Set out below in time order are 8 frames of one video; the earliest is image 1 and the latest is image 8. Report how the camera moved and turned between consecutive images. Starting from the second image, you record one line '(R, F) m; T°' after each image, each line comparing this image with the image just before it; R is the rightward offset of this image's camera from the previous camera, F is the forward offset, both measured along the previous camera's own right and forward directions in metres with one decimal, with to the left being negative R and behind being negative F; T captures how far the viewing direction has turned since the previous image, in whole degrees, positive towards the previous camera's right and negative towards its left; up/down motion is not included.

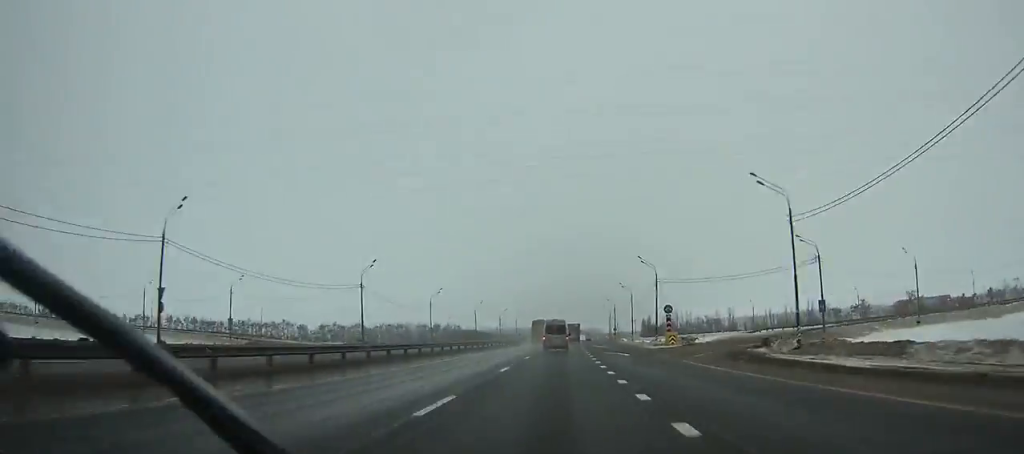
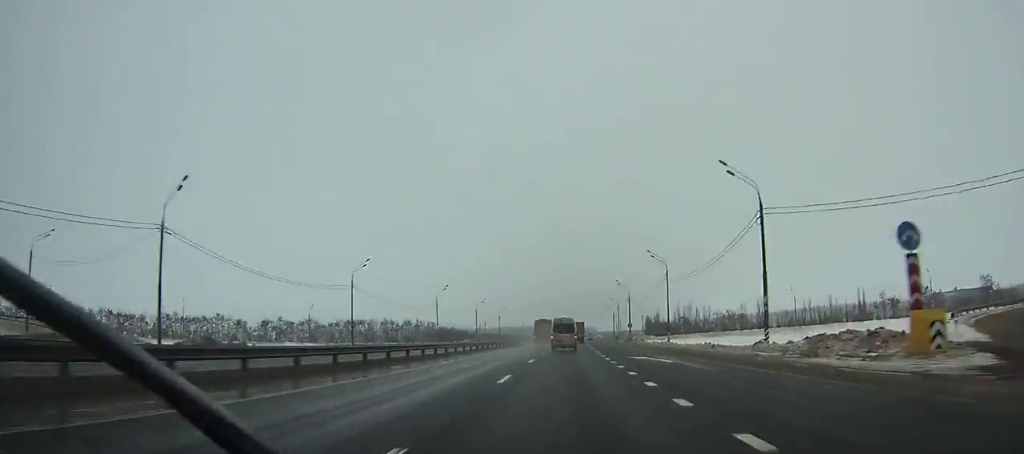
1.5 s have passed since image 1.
(+0.3, +40.1) m; +1°
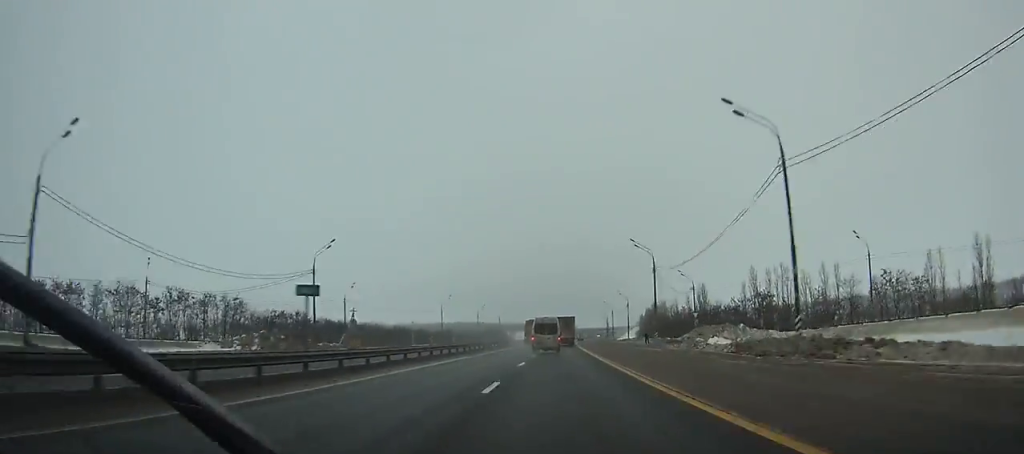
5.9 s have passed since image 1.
(+2.8, +117.3) m; +2°
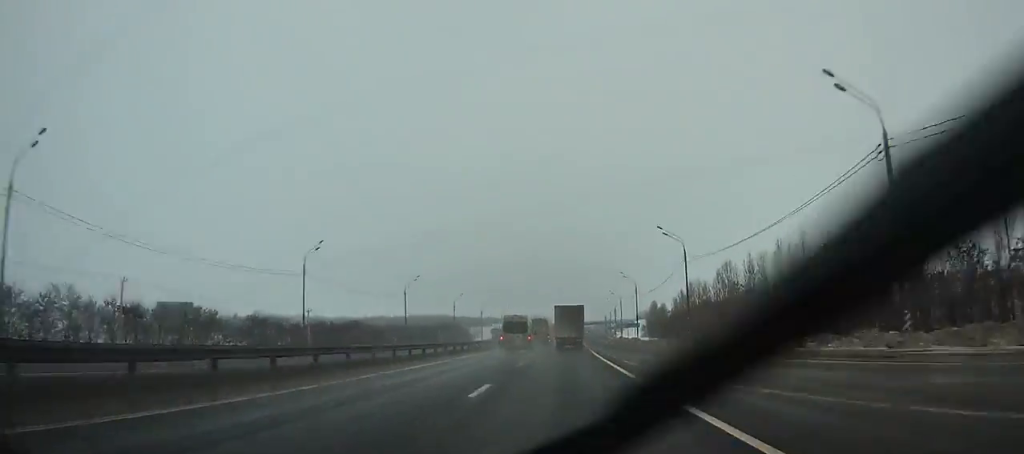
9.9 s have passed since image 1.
(+1.6, +107.0) m; +2°
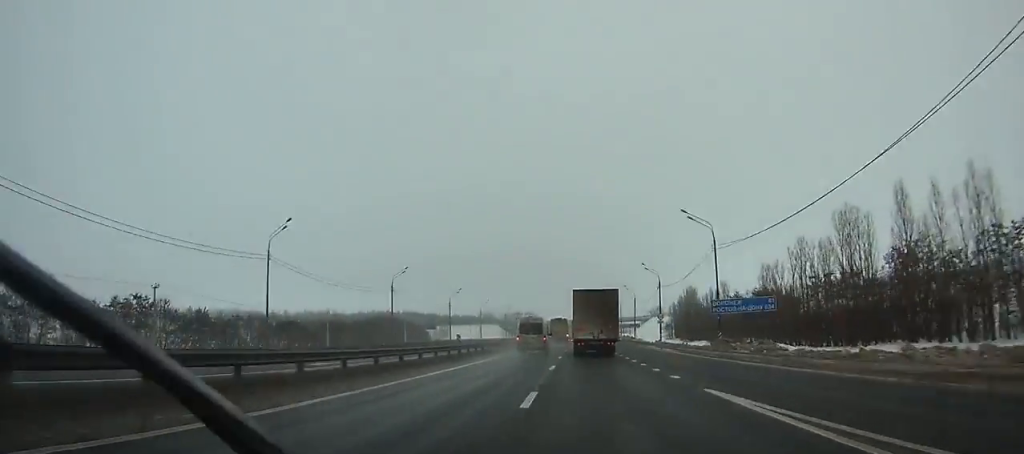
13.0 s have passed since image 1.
(+0.7, +83.7) m; +1°
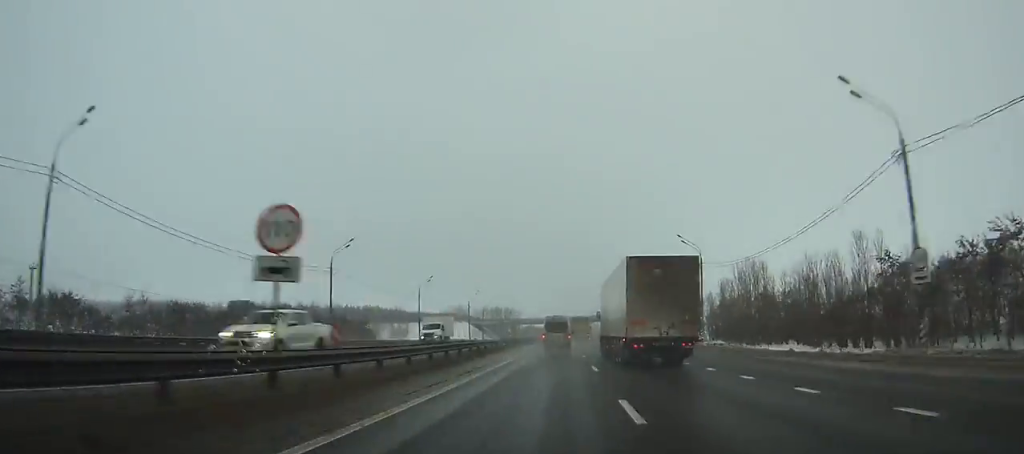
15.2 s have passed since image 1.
(+0.5, +60.3) m; +1°
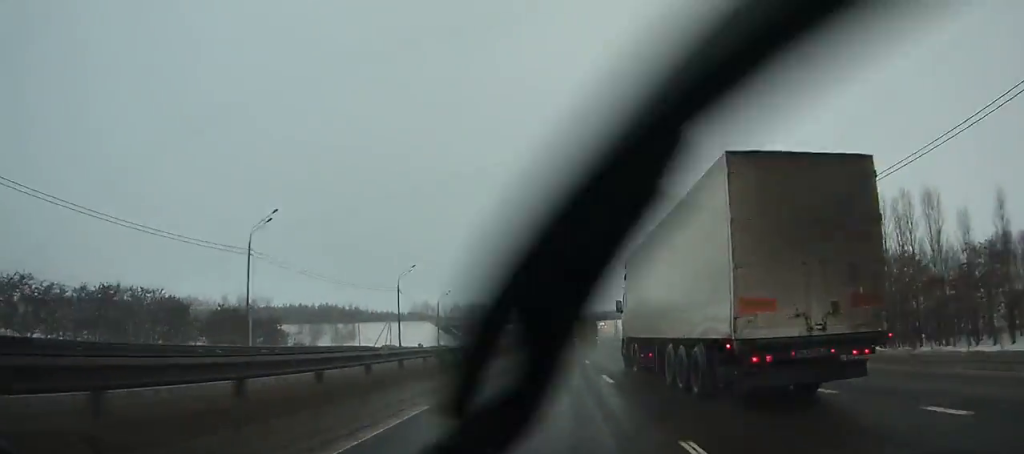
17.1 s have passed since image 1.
(+0.4, +52.7) m; +1°
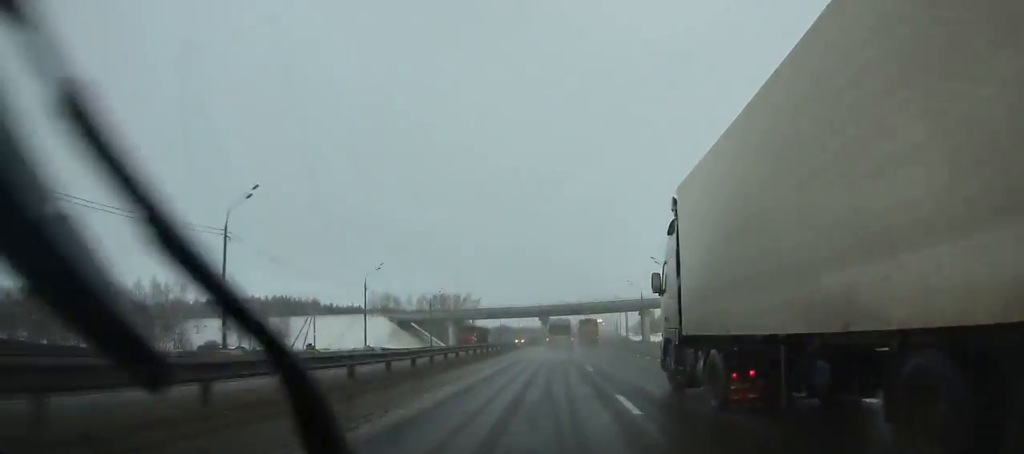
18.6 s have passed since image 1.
(+0.1, +42.0) m; +1°
